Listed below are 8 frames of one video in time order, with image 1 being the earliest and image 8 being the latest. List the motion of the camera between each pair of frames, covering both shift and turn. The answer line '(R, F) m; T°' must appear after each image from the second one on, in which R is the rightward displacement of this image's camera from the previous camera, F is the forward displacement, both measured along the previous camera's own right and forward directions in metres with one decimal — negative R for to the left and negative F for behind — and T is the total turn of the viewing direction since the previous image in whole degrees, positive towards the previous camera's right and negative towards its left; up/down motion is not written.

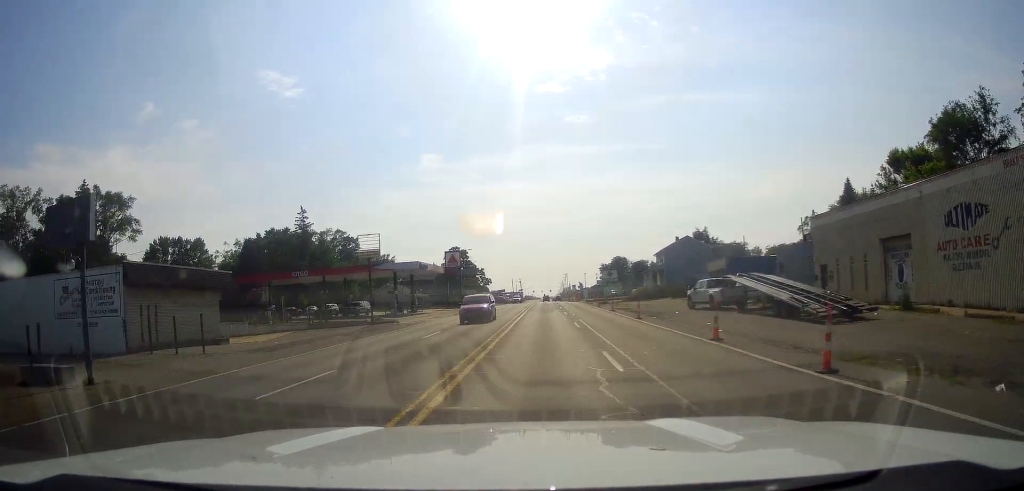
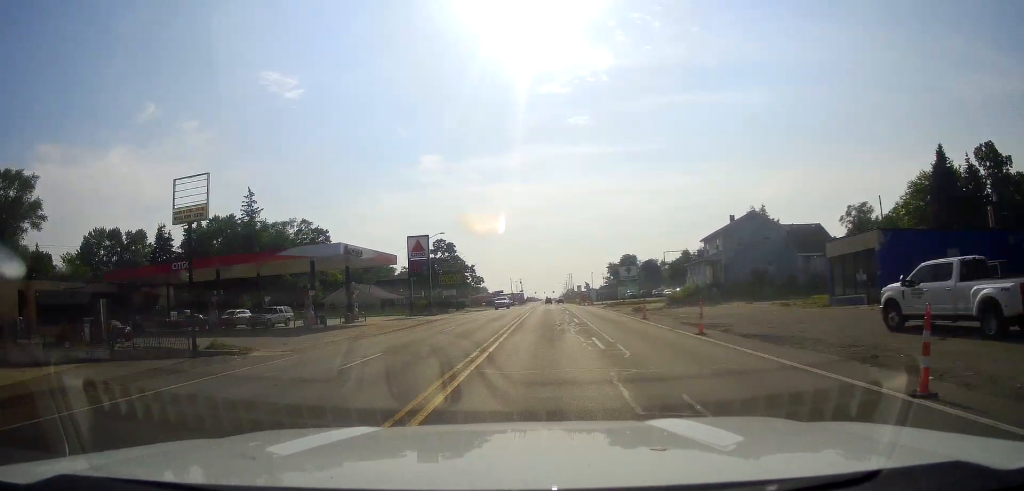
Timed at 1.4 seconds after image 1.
(+0.6, +26.1) m; +1°
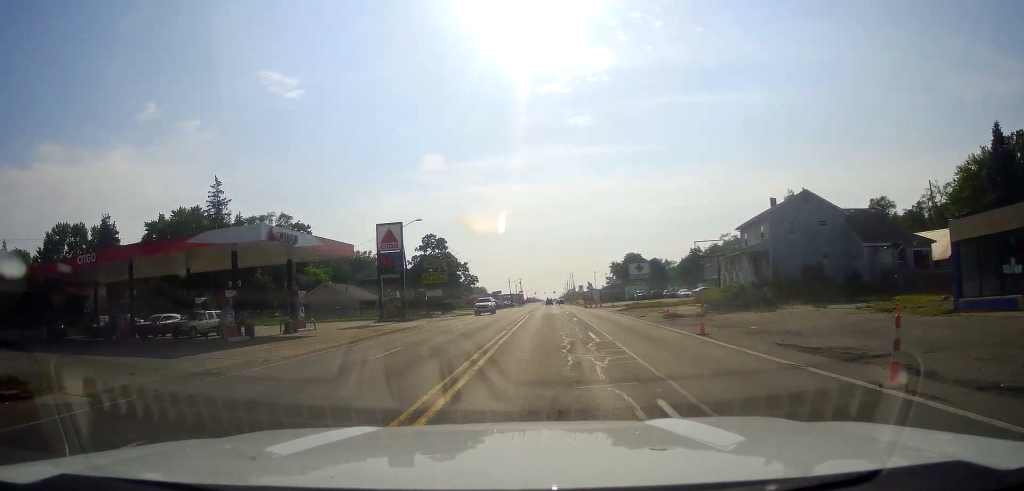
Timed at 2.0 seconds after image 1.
(0.0, +12.1) m; -1°
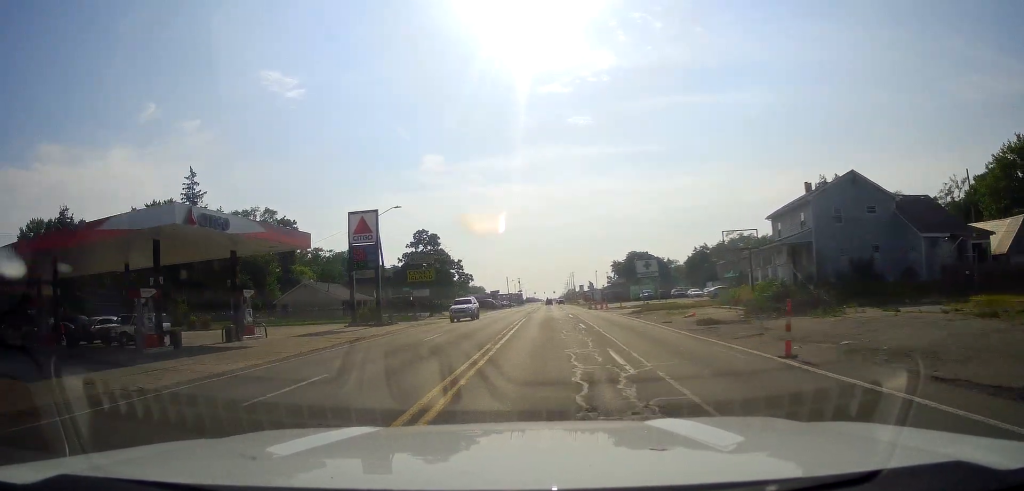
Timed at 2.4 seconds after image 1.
(-0.2, +7.6) m; -1°
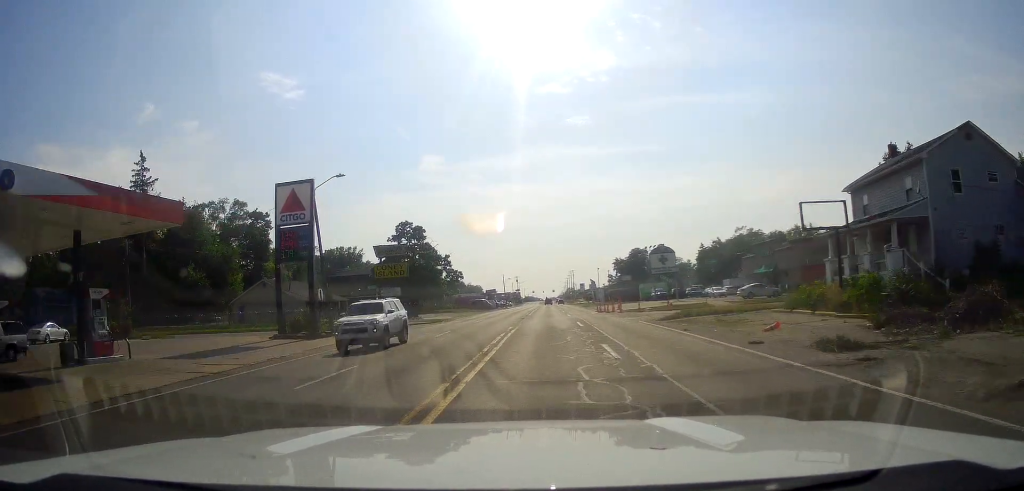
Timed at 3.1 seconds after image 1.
(-0.2, +12.7) m; -1°
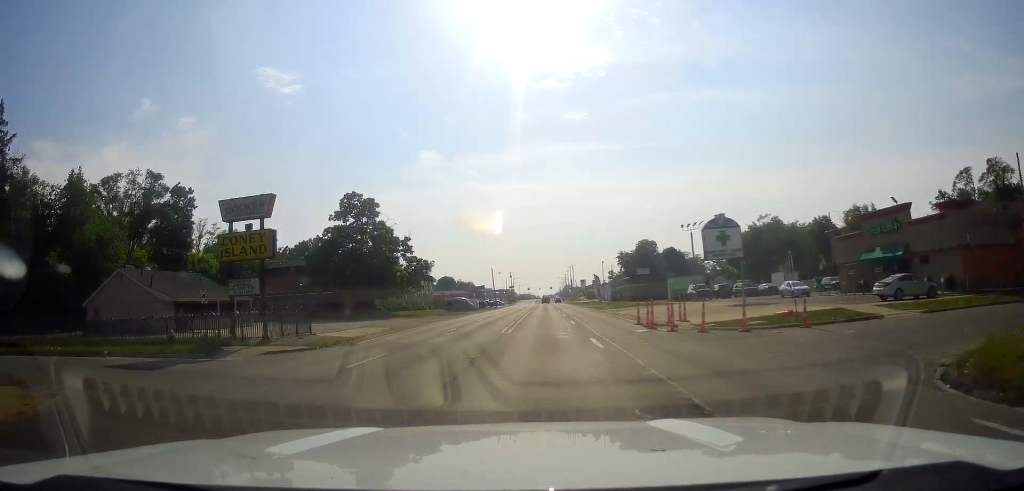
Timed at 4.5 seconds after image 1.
(0.0, +26.7) m; 0°
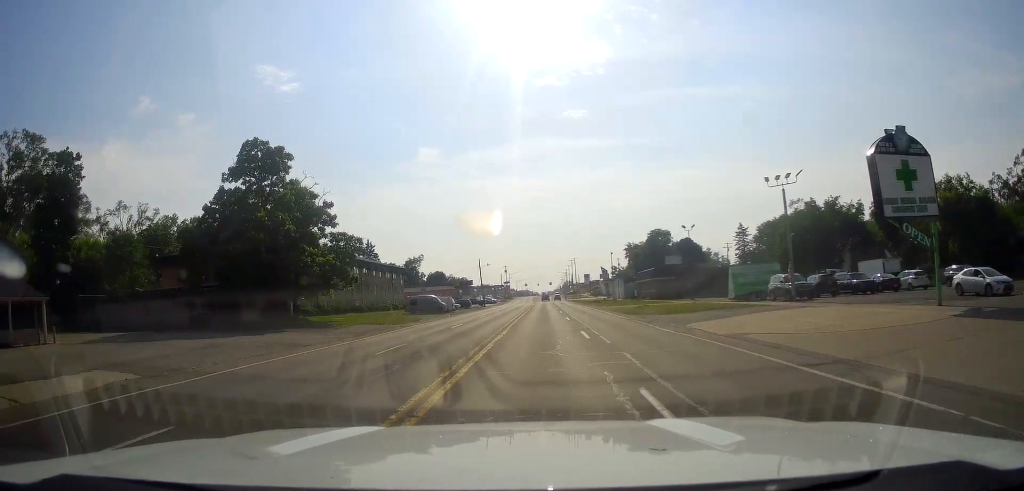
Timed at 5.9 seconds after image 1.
(0.0, +26.5) m; +2°
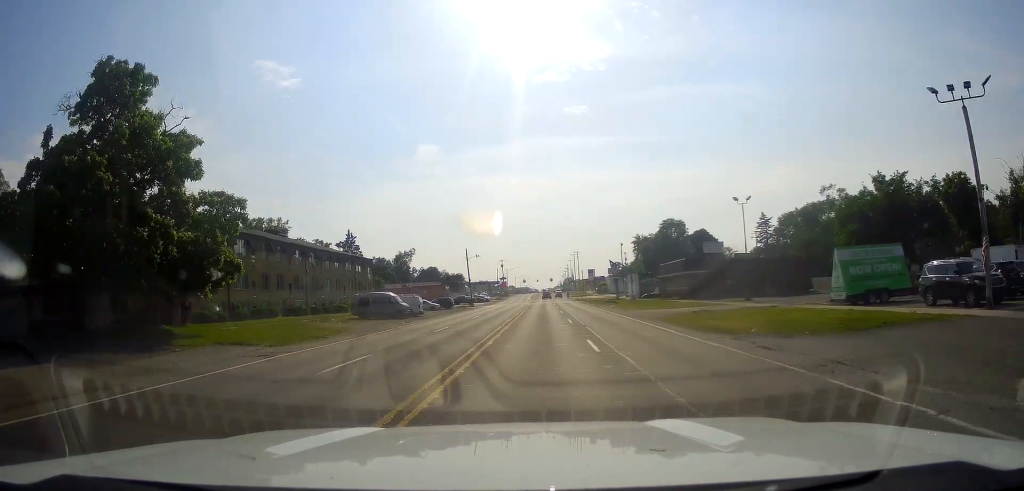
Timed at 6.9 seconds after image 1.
(+0.6, +20.0) m; +2°
